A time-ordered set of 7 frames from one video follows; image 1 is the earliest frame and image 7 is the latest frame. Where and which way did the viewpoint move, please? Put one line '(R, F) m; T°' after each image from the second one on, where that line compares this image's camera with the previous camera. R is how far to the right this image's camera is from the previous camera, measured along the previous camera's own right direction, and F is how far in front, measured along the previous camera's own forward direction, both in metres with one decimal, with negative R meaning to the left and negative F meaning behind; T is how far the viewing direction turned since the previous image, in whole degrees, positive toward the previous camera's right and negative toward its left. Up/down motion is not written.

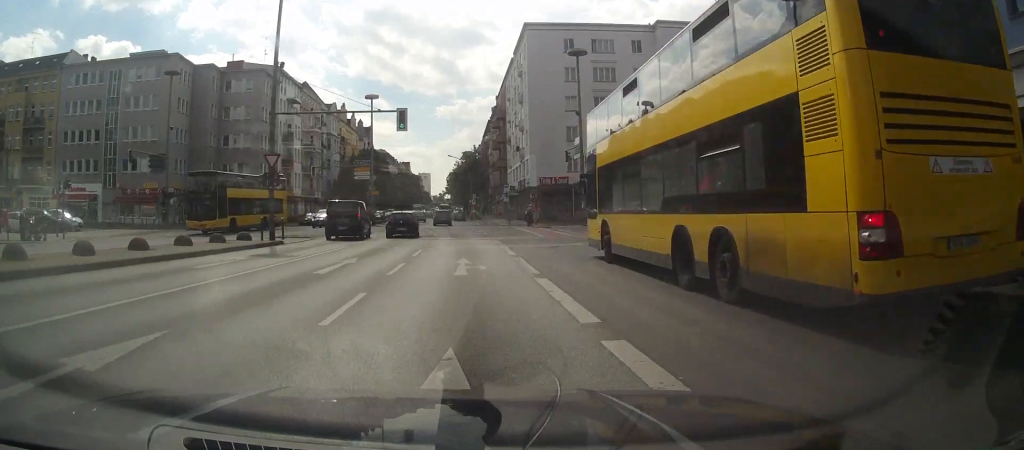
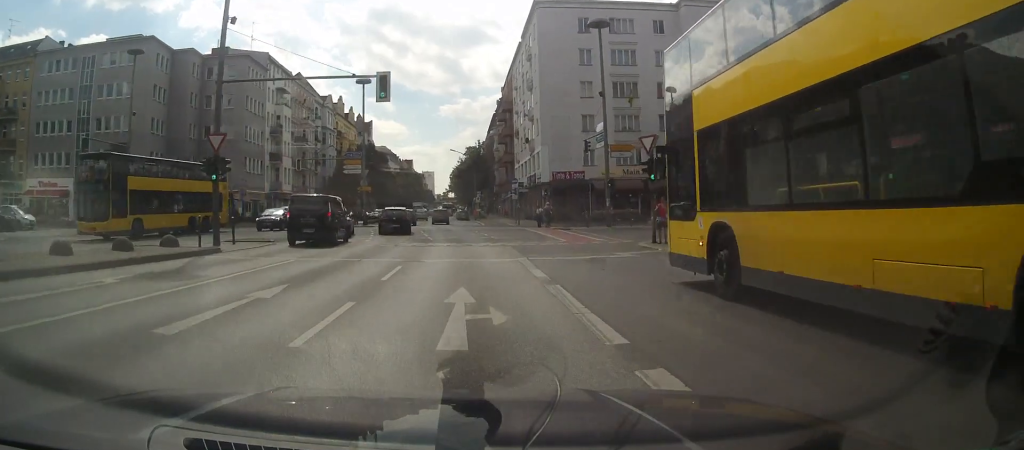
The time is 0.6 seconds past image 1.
(-0.1, +7.1) m; -1°
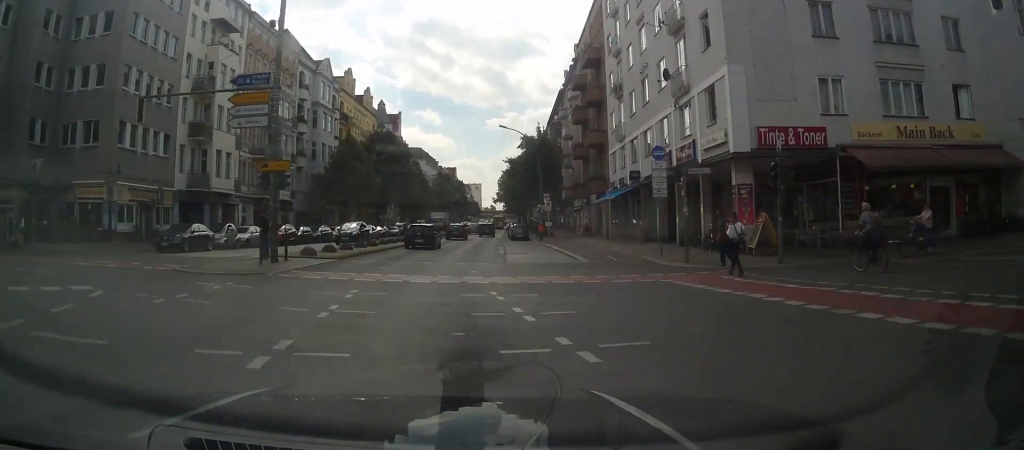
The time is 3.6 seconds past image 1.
(-1.3, +35.3) m; -4°
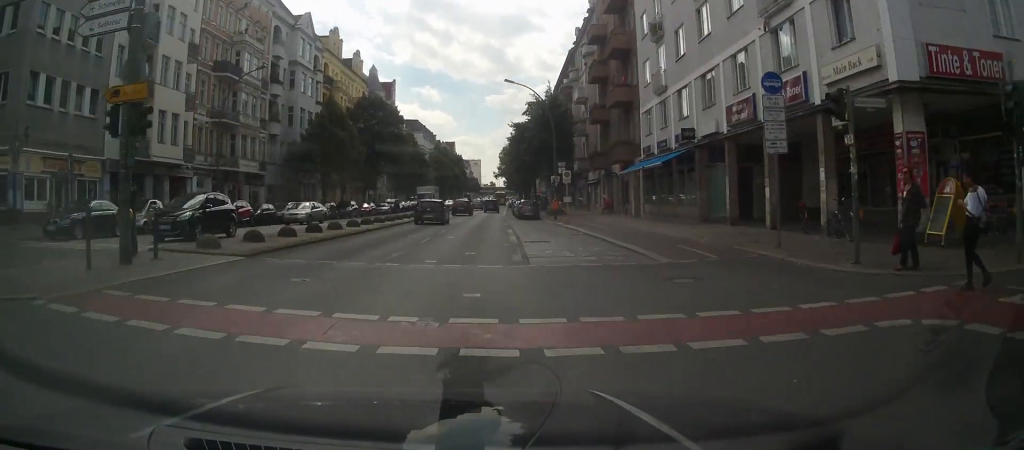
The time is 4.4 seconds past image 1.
(-0.2, +9.9) m; 0°
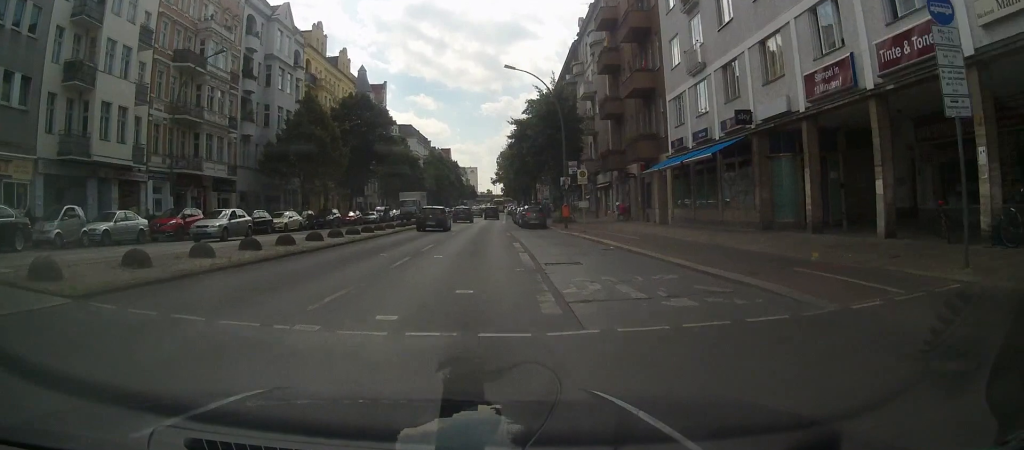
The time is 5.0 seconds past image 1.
(0.0, +6.8) m; +1°
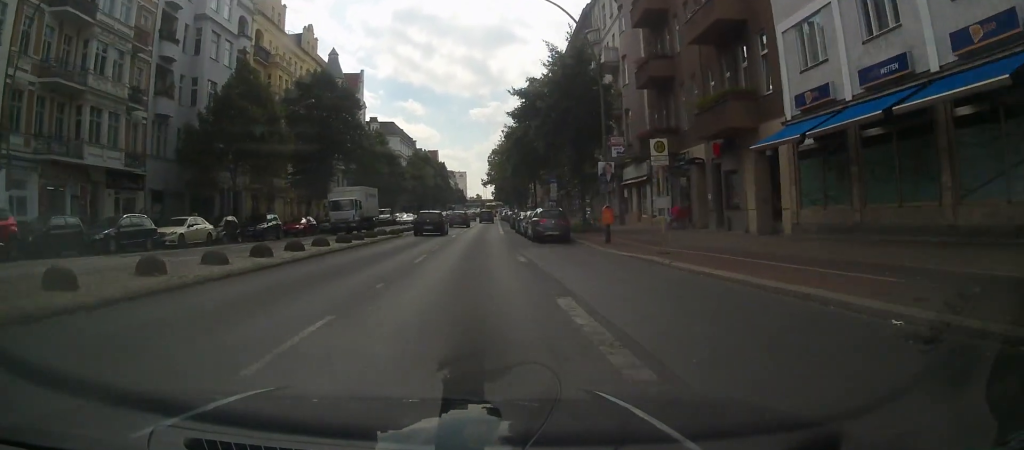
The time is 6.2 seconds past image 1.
(+0.5, +14.8) m; +2°
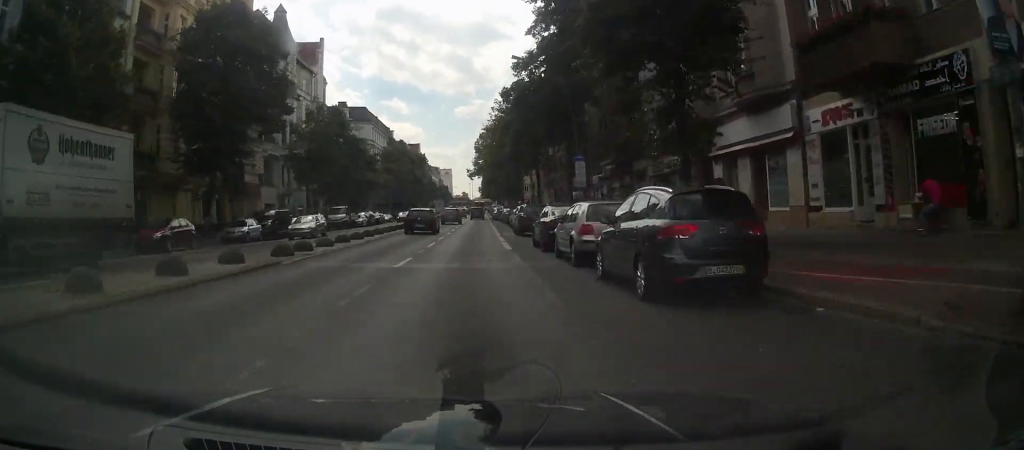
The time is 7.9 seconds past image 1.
(-0.3, +20.3) m; -3°
